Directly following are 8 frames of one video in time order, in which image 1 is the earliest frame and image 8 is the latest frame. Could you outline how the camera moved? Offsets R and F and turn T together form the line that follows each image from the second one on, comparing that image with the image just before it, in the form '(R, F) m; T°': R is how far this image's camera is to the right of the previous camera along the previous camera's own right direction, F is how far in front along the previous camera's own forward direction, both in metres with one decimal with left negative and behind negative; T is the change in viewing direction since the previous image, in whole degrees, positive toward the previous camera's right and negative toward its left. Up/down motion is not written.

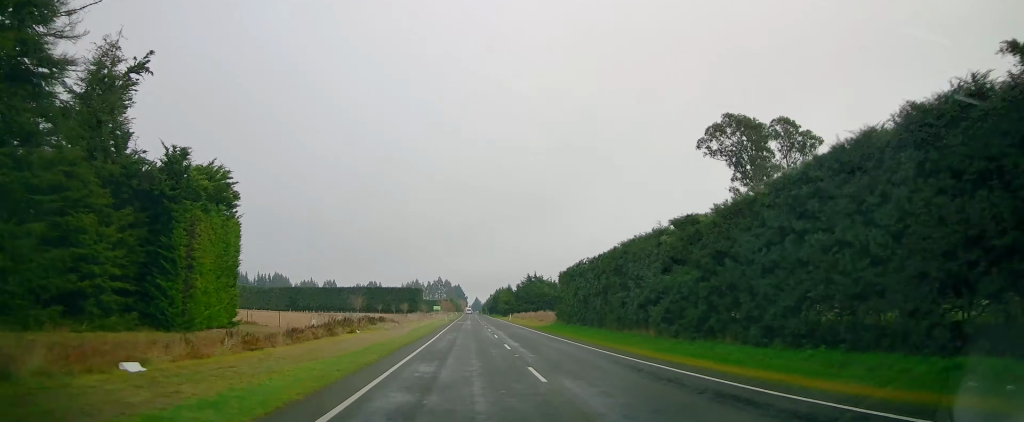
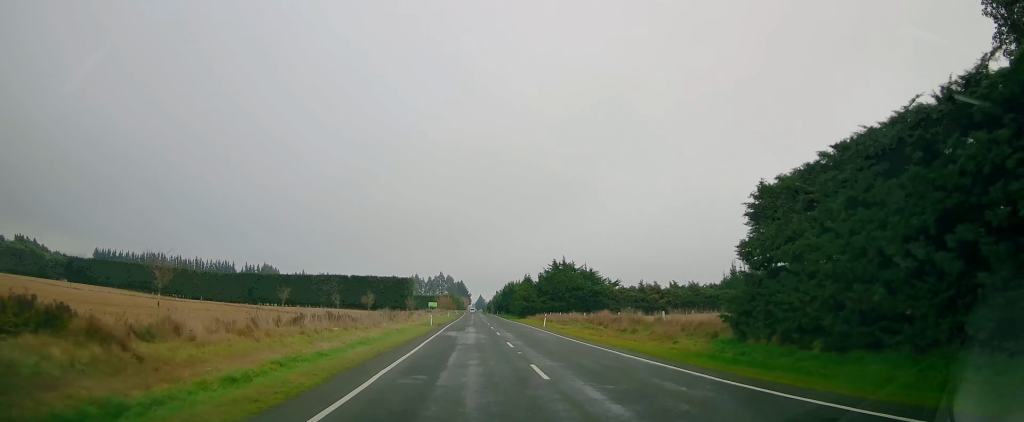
(-0.5, +40.6) m; -1°
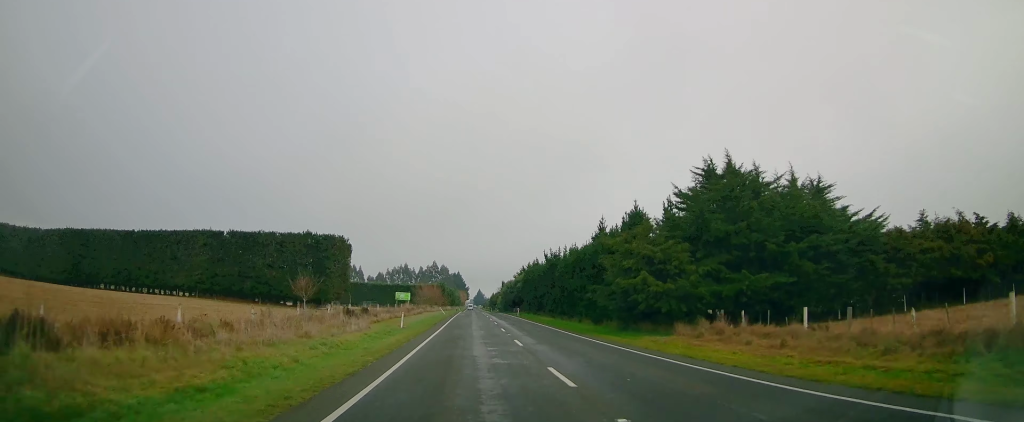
(+1.1, +70.6) m; 0°
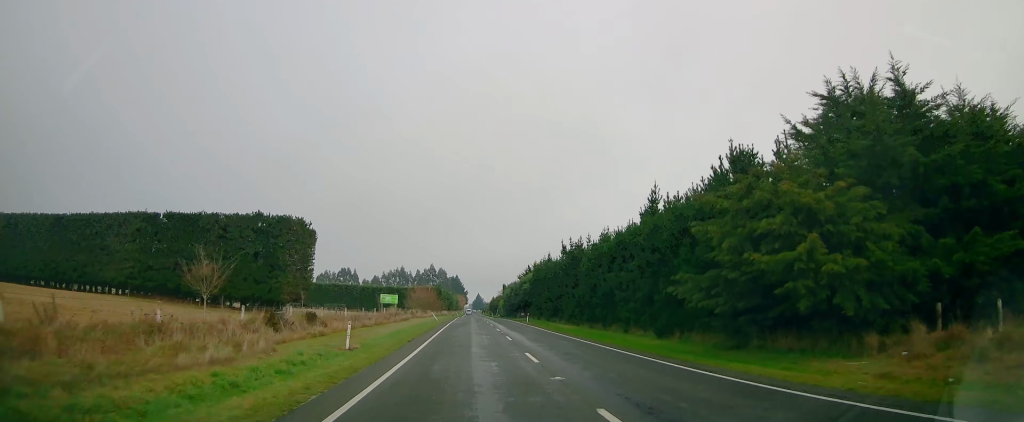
(+0.1, +15.0) m; -1°
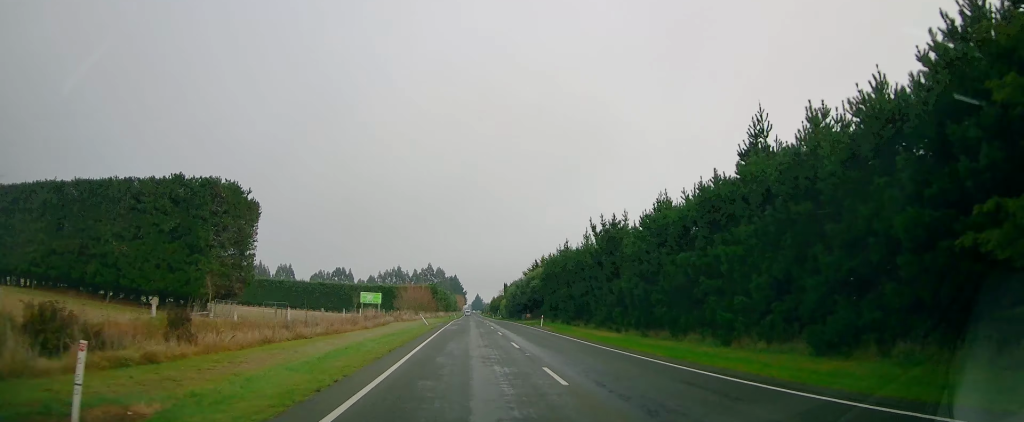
(0.0, +14.1) m; 0°
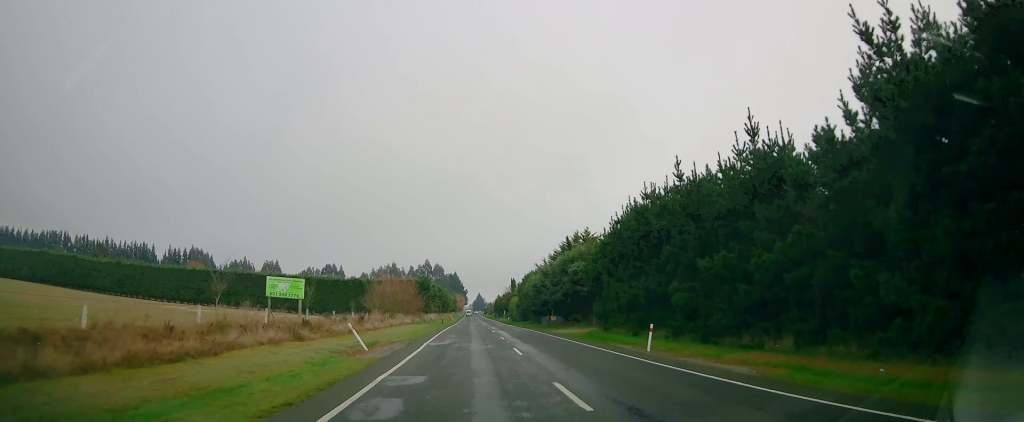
(-0.2, +31.8) m; 0°
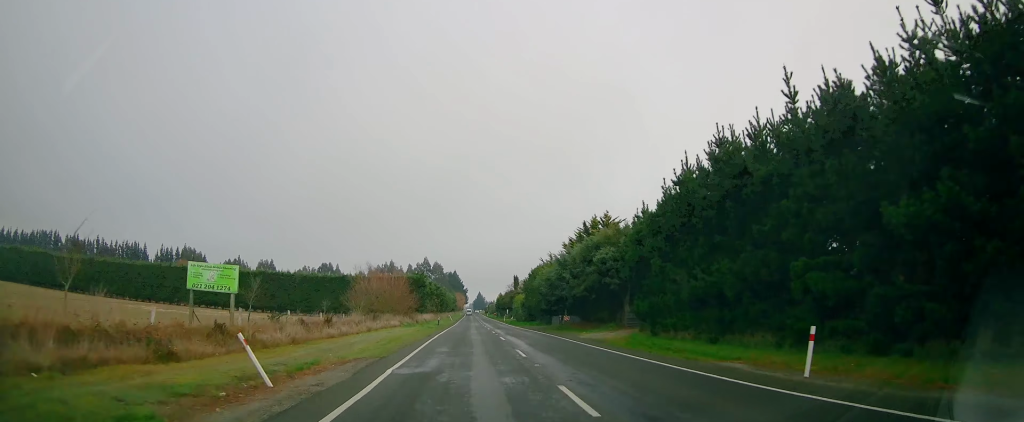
(+0.1, +10.6) m; 0°
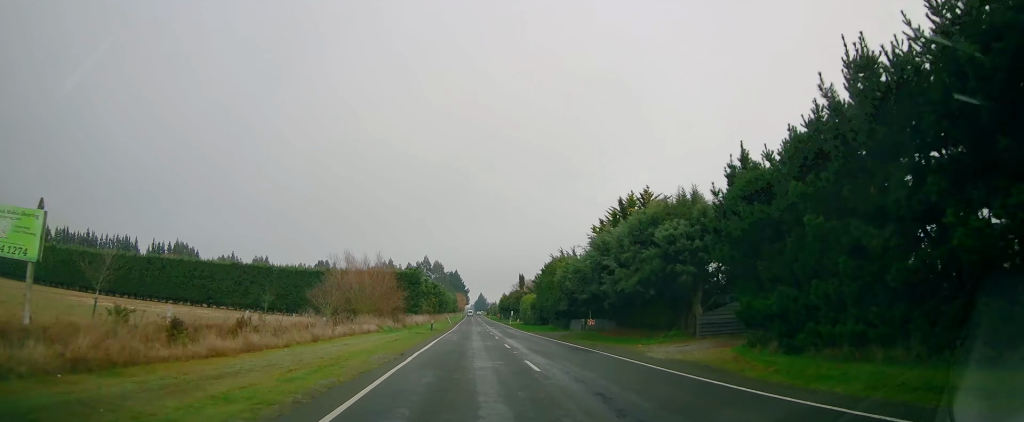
(0.0, +13.3) m; 0°
